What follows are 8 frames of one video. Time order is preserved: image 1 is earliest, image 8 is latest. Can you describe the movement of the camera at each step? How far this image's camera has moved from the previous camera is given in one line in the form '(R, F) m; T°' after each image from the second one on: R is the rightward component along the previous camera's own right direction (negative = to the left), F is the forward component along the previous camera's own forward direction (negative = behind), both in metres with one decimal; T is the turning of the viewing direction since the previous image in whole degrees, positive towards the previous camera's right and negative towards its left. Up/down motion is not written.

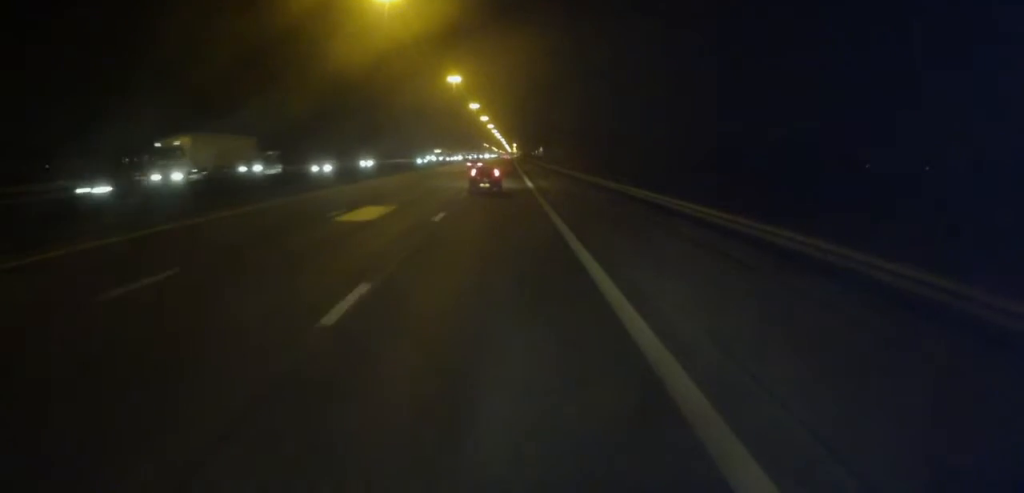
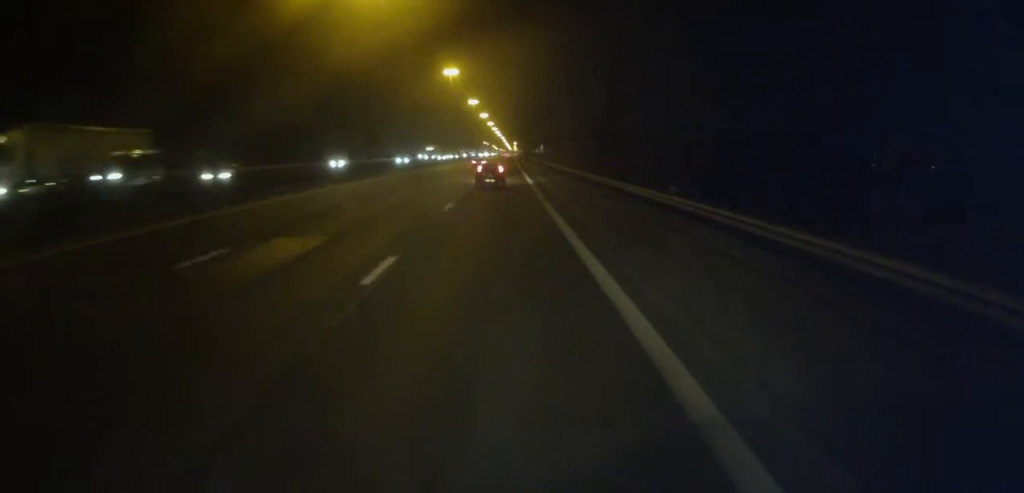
(-0.1, +10.1) m; 0°
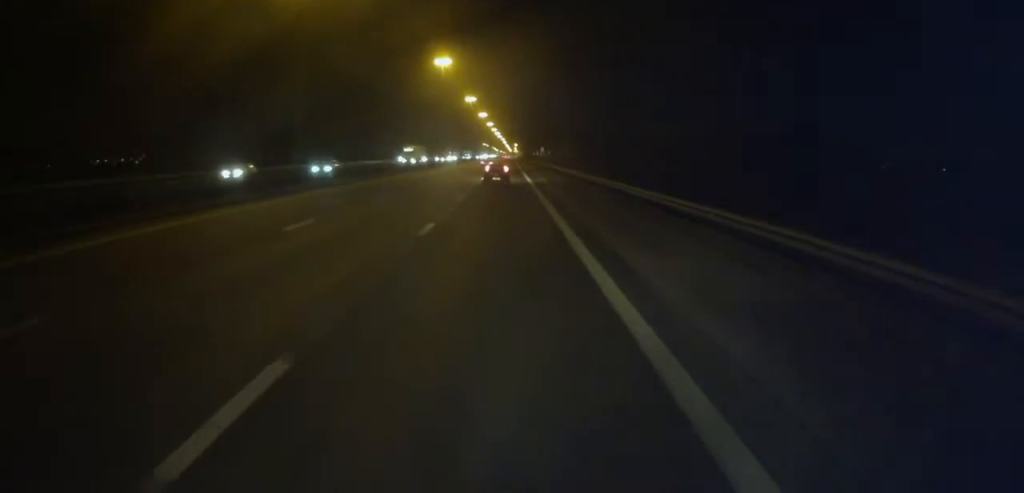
(+0.3, +18.7) m; 0°
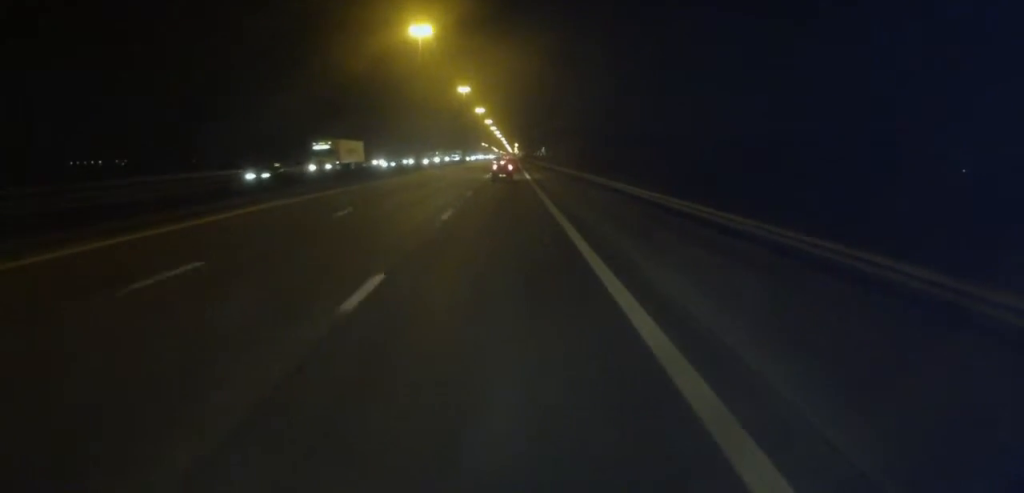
(-0.5, +32.9) m; -1°
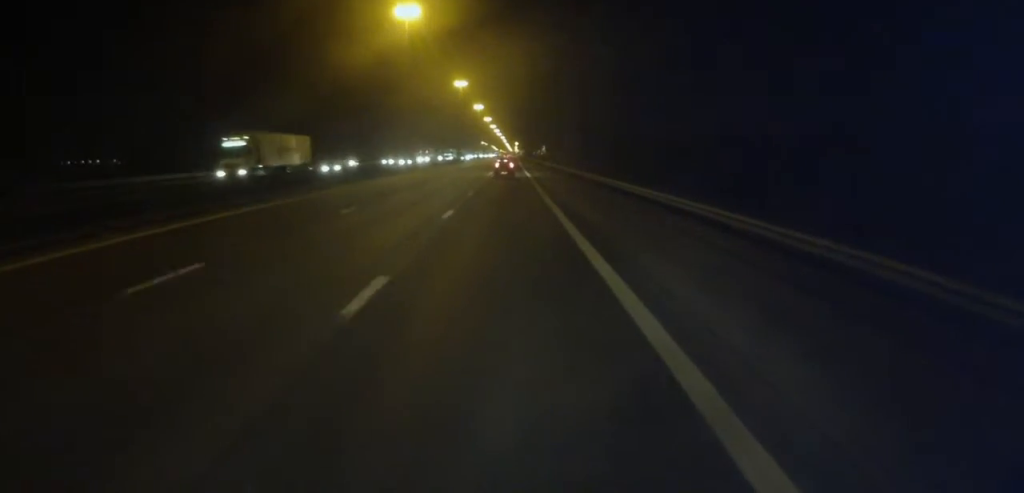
(0.0, +12.5) m; 0°
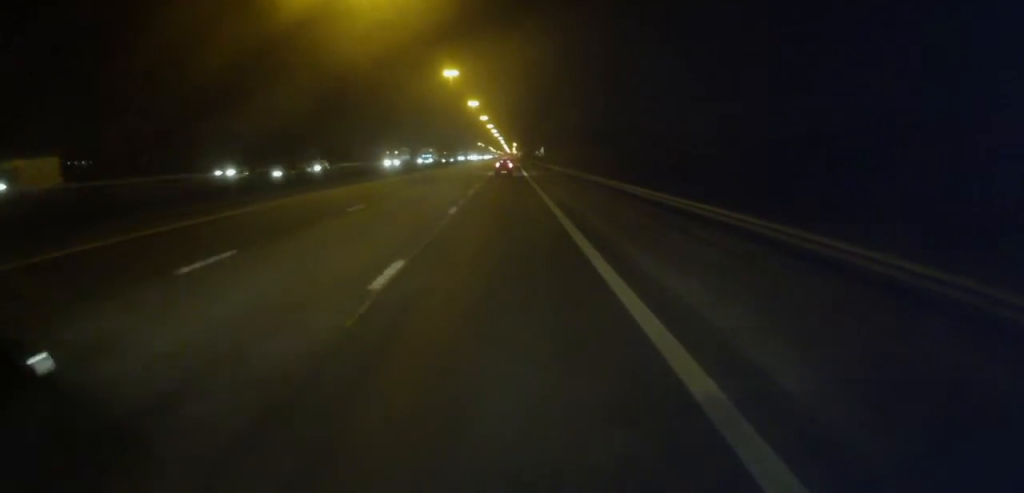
(0.0, +23.5) m; +1°
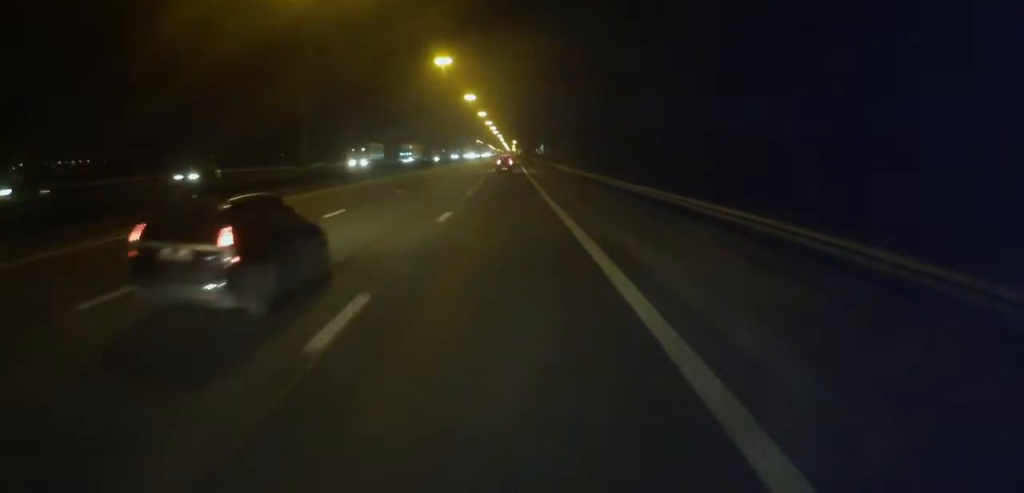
(+0.3, +15.7) m; 0°
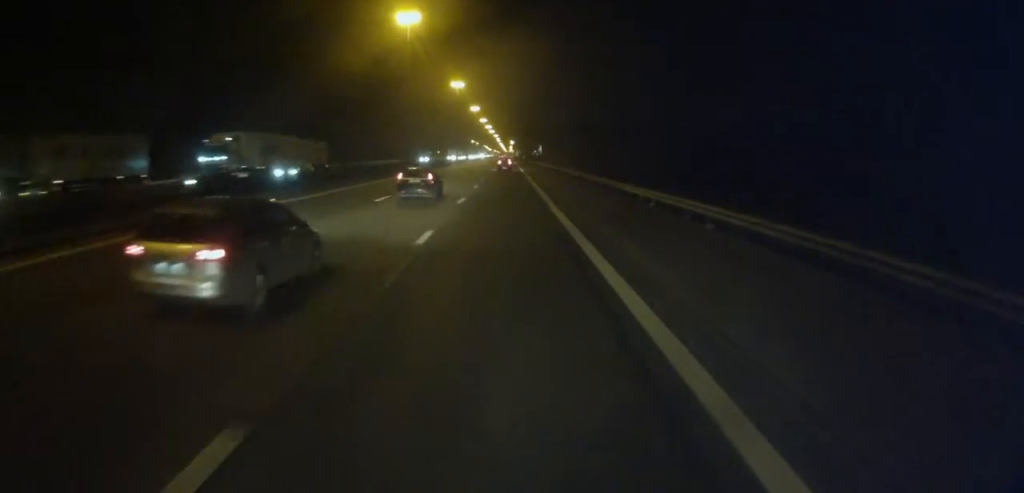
(-0.3, +42.3) m; 0°
